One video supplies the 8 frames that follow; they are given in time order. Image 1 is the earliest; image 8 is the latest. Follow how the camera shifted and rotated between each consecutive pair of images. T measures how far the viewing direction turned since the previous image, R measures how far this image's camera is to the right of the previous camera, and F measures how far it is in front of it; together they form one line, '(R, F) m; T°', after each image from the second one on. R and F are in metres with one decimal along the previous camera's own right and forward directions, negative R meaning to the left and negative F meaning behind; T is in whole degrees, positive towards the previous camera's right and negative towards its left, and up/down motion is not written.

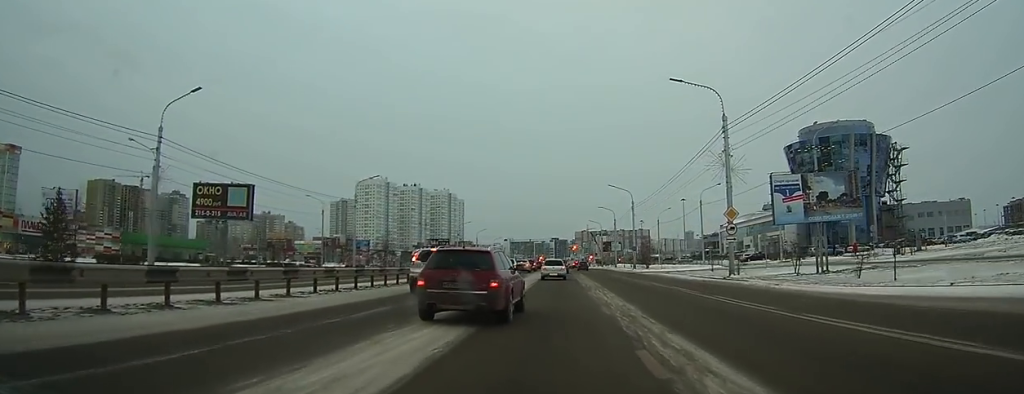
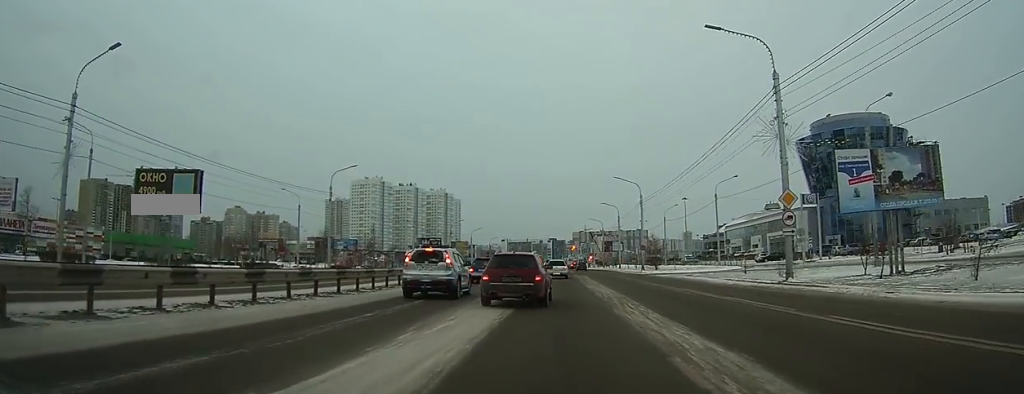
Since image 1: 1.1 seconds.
(+0.1, +8.4) m; +1°
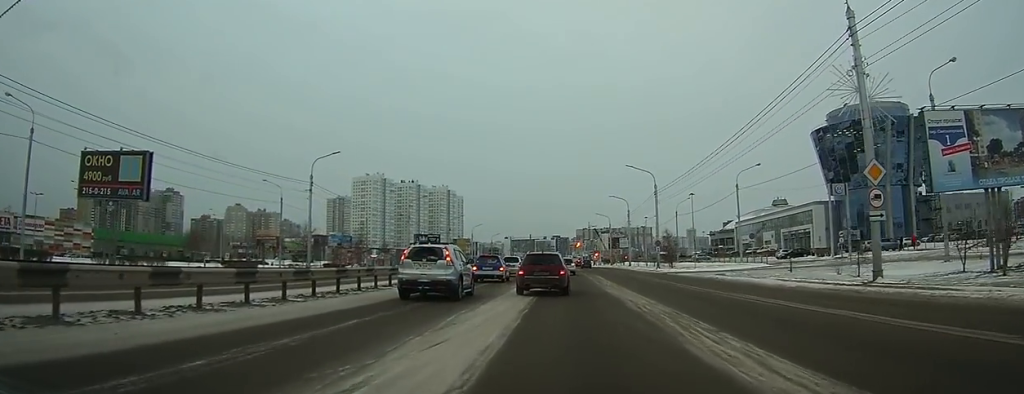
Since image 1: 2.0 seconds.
(0.0, +6.7) m; 0°
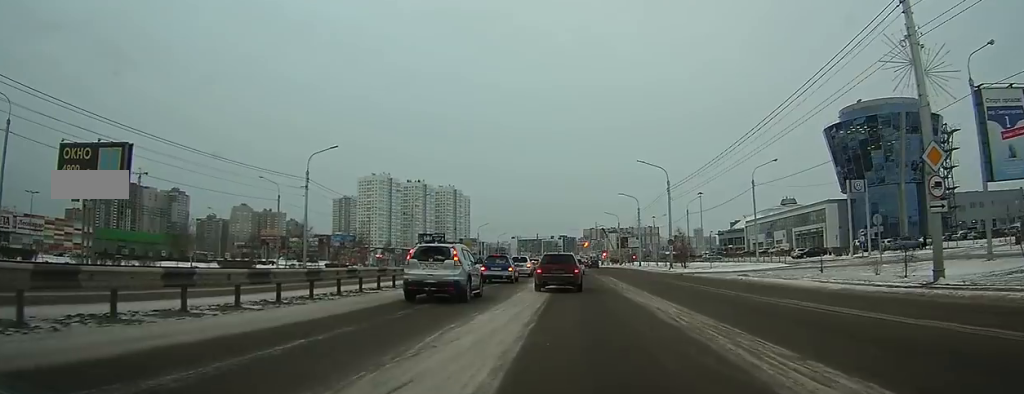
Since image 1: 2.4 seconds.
(0.0, +2.9) m; -1°
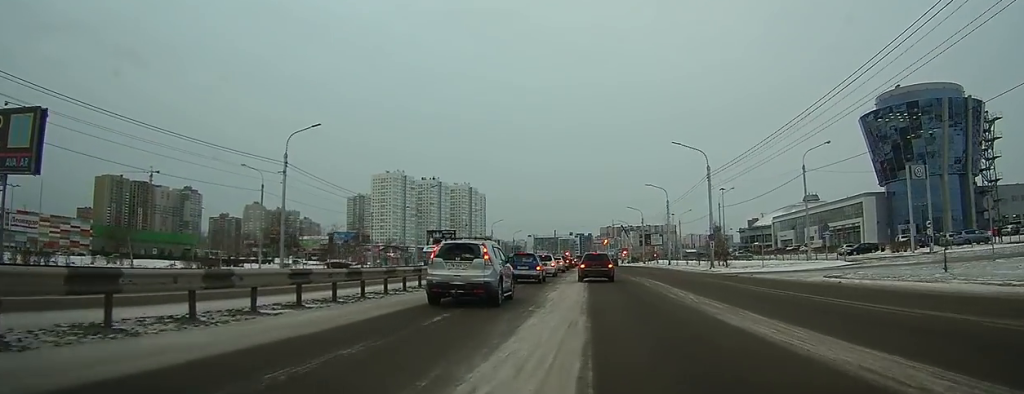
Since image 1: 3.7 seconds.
(-0.3, +9.2) m; -2°
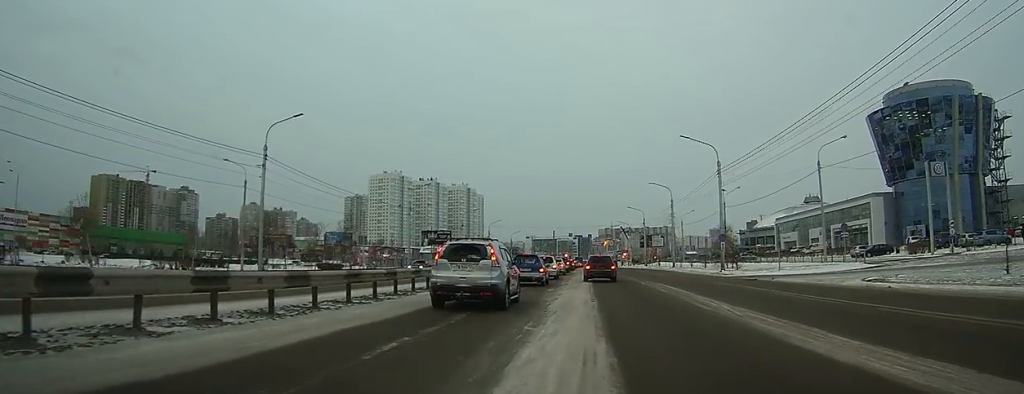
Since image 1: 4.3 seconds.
(0.0, +3.8) m; 0°
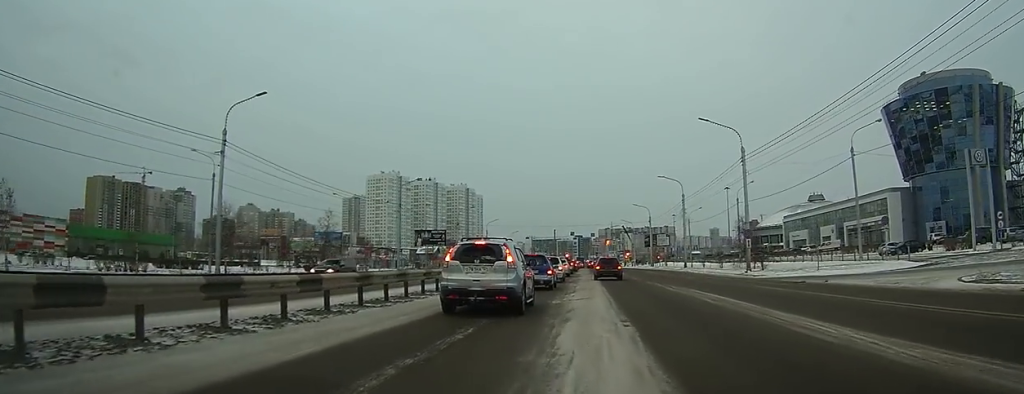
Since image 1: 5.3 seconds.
(+0.1, +6.5) m; 0°
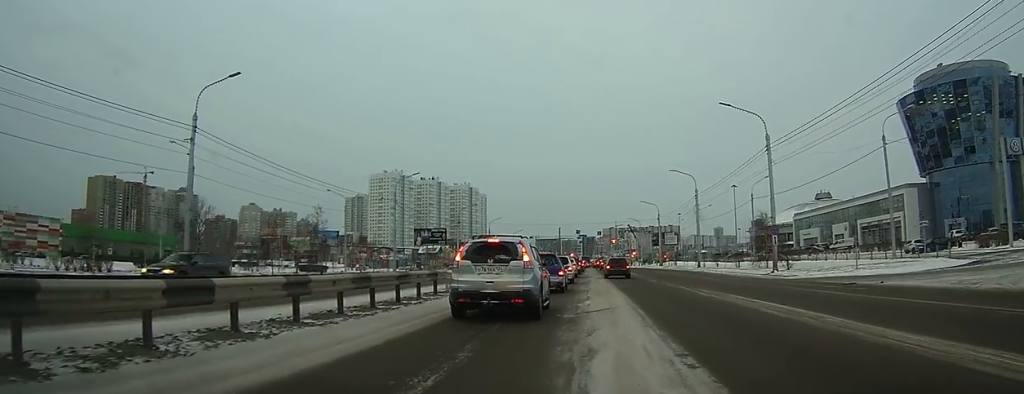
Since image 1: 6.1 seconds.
(0.0, +4.4) m; -1°
